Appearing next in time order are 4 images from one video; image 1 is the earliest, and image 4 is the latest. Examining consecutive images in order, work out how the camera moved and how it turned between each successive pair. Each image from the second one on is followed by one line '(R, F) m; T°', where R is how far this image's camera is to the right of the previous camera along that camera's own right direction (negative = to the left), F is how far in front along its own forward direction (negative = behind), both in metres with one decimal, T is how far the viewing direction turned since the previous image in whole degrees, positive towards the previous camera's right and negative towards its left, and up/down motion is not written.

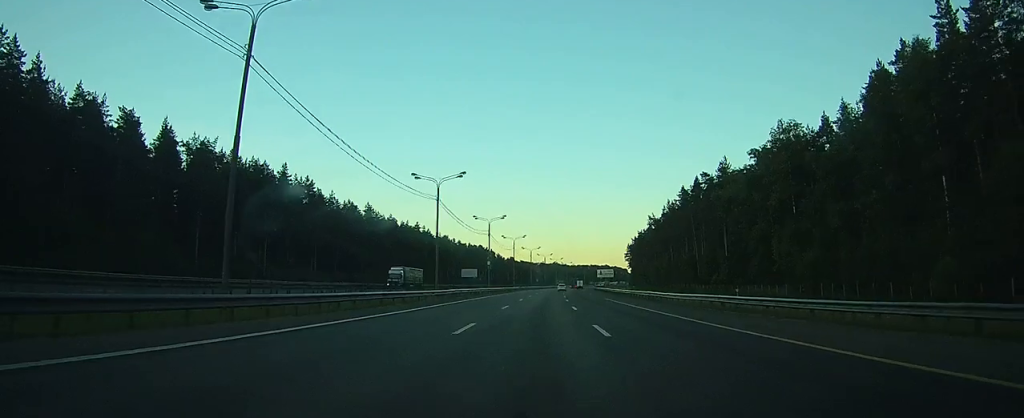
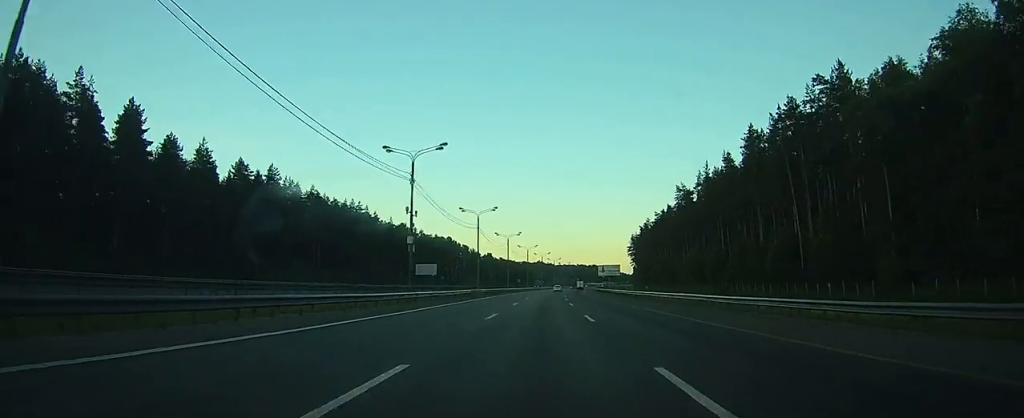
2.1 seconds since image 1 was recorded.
(+0.6, +57.3) m; +1°
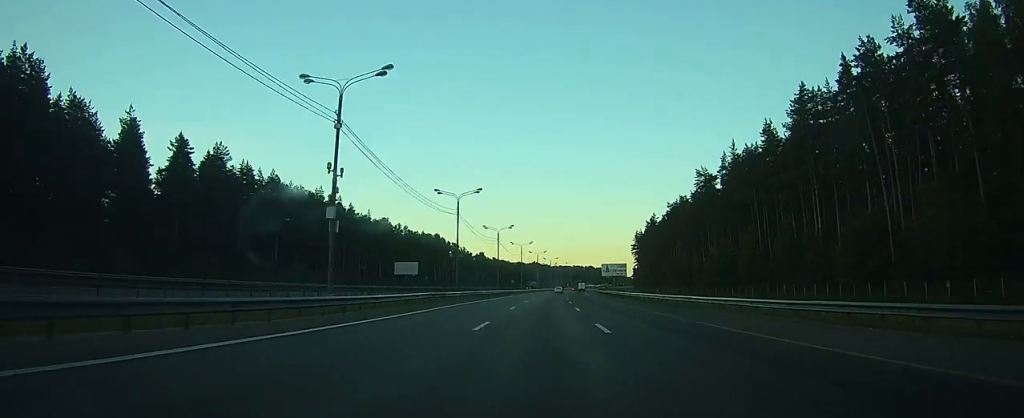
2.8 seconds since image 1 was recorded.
(+0.1, +20.2) m; +1°
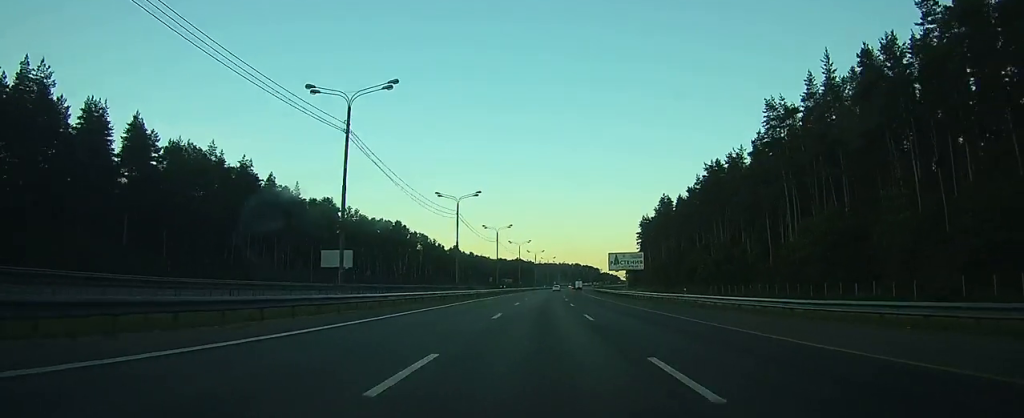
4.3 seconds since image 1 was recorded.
(+0.4, +42.0) m; +1°
